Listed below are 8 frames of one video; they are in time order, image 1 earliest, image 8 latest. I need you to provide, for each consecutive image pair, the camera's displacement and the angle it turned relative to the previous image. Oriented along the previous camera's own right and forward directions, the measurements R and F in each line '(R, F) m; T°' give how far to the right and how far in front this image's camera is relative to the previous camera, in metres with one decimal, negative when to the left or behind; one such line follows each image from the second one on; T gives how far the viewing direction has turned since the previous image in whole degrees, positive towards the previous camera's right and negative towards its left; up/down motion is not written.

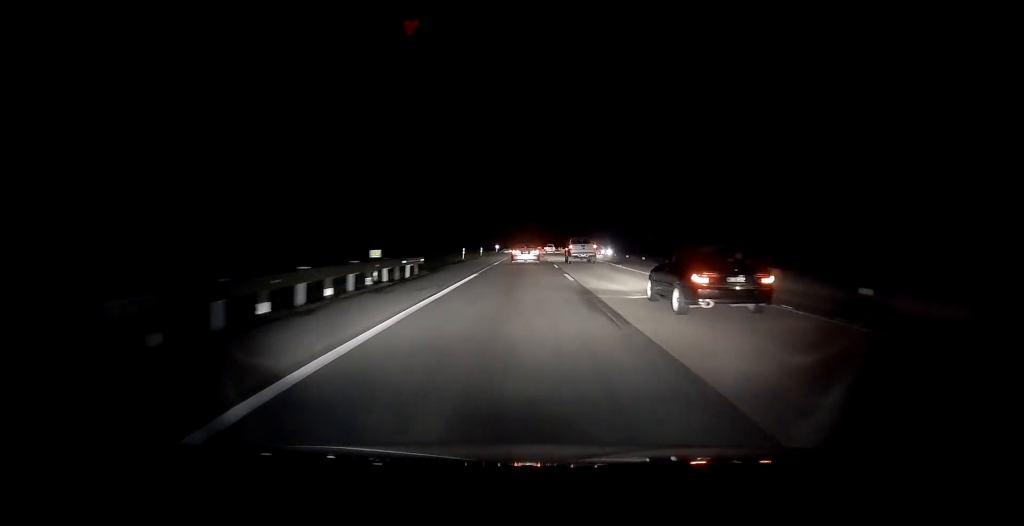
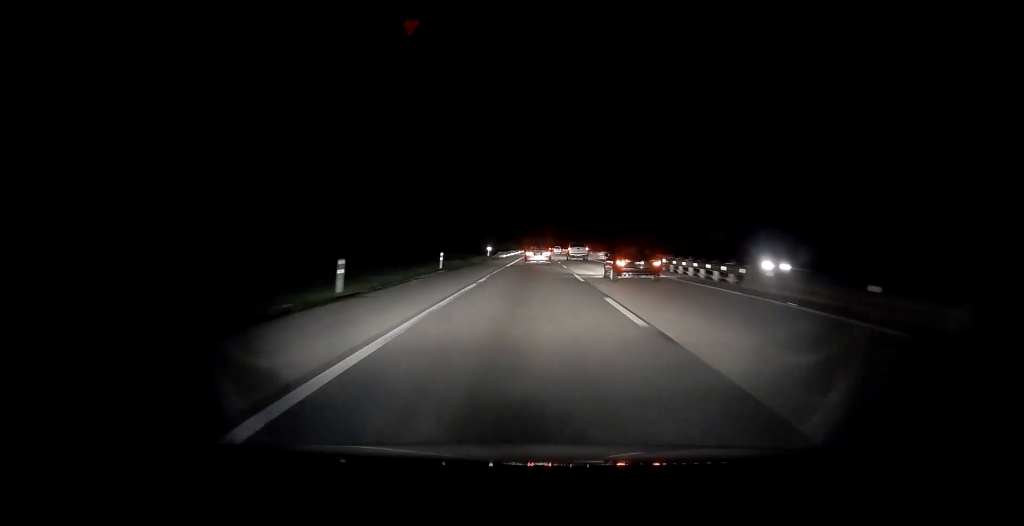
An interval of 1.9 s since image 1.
(-0.4, +35.8) m; -2°
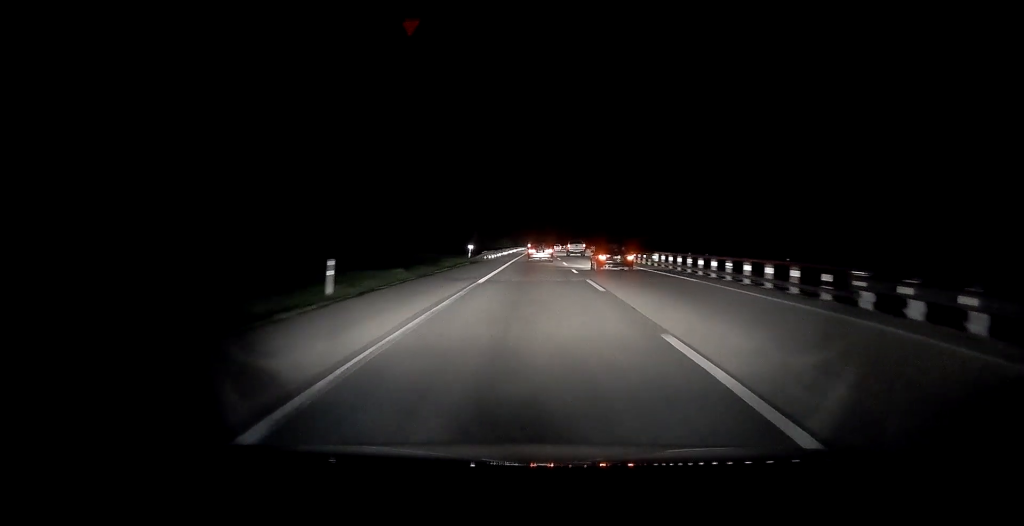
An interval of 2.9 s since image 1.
(-0.2, +19.7) m; 0°
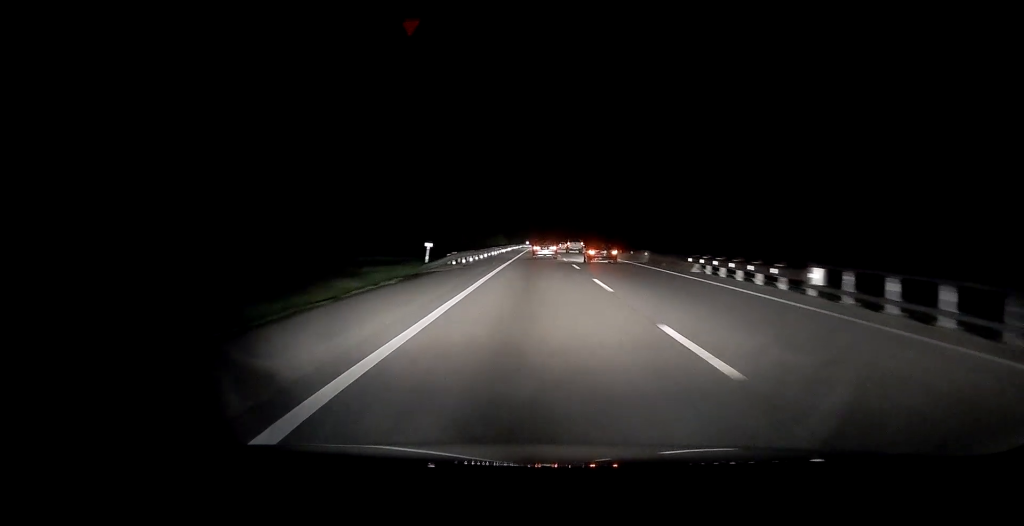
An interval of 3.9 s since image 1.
(+0.4, +21.3) m; +1°
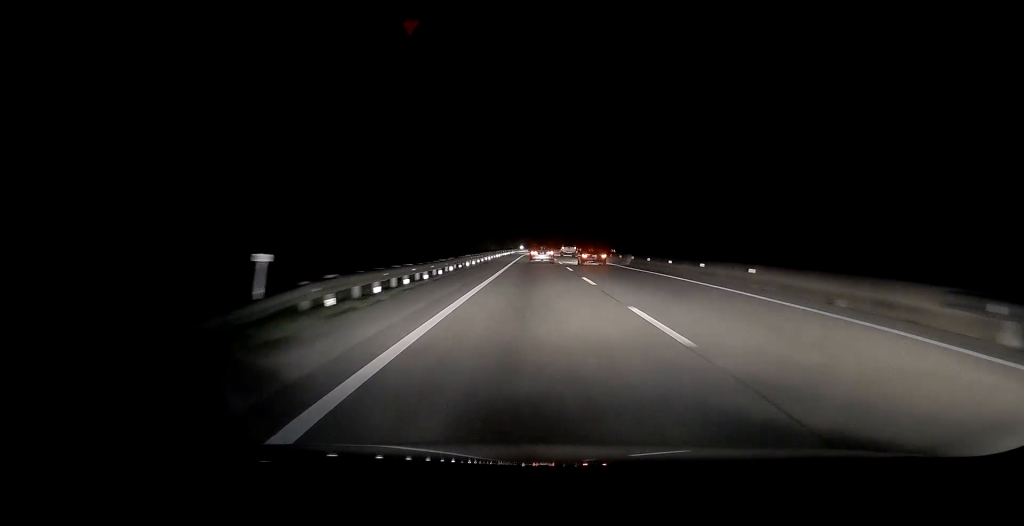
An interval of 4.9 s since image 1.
(+0.1, +20.3) m; 0°
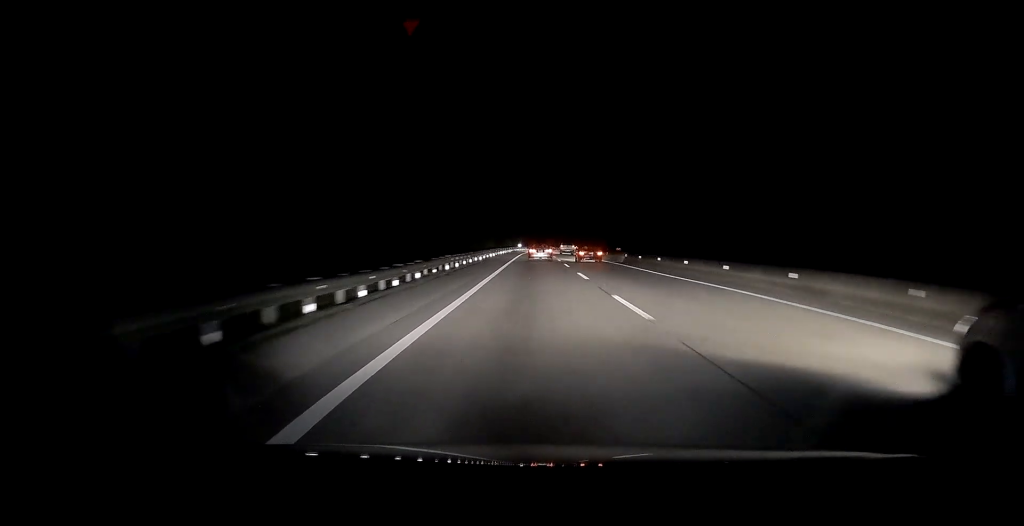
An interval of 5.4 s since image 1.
(-0.2, +9.5) m; 0°
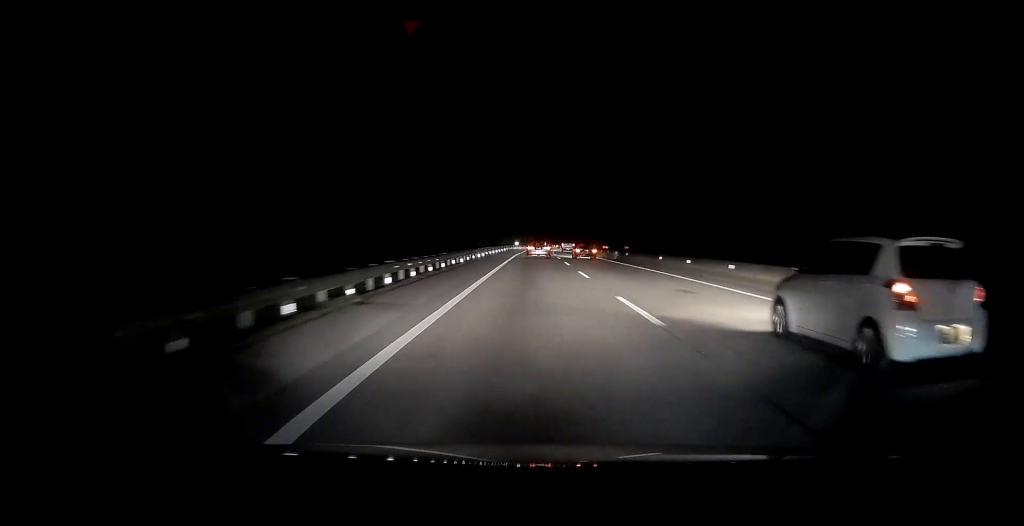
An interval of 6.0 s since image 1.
(+0.2, +13.0) m; 0°
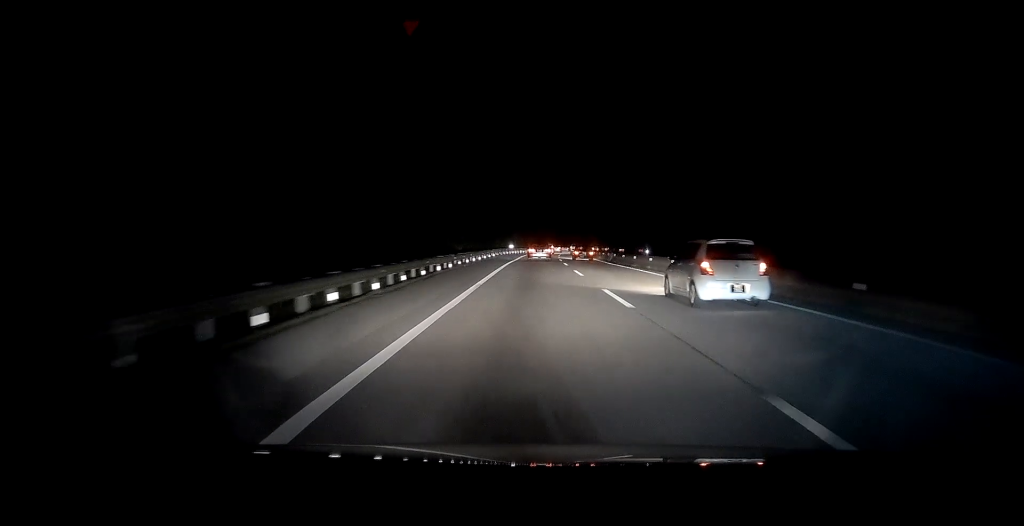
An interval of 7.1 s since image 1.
(-0.2, +21.3) m; 0°
